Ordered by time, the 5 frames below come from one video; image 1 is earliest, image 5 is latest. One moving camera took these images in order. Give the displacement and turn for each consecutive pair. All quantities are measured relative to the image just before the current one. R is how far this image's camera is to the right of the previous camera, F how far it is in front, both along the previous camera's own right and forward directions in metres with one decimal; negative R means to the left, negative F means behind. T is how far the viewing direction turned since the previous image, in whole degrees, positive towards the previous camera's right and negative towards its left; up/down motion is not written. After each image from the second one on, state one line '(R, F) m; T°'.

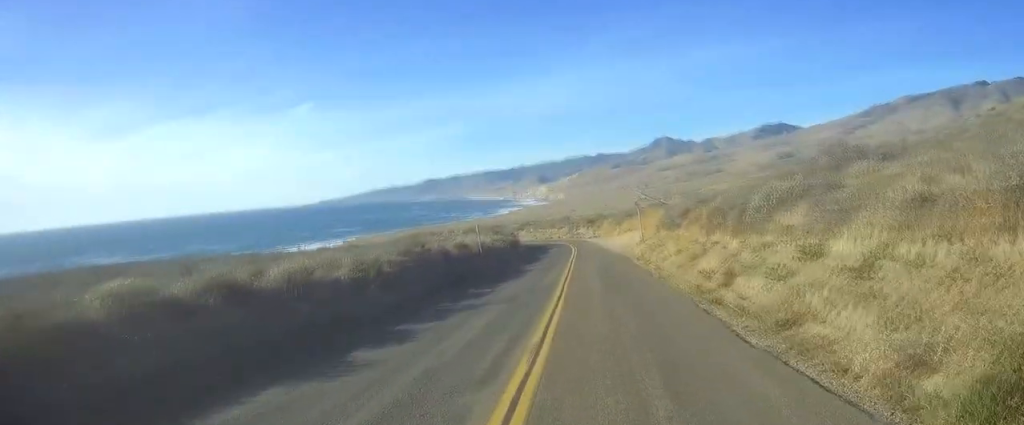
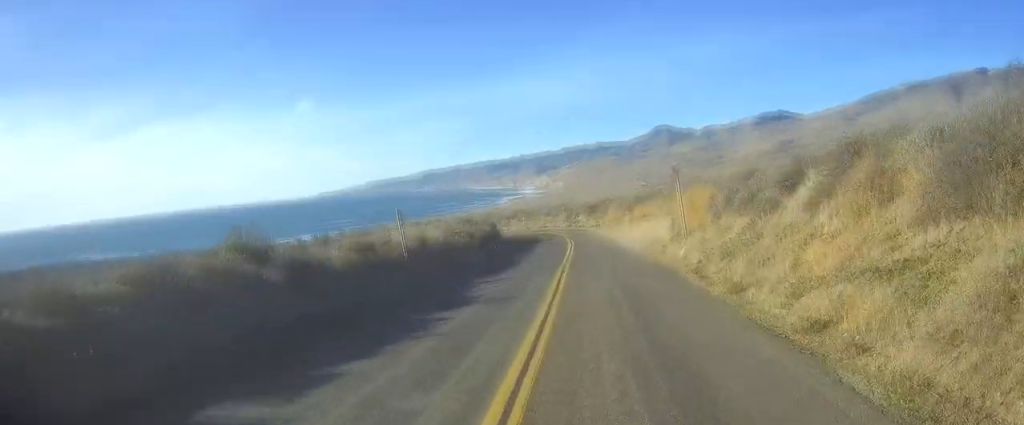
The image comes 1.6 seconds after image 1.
(-0.3, +17.8) m; -1°
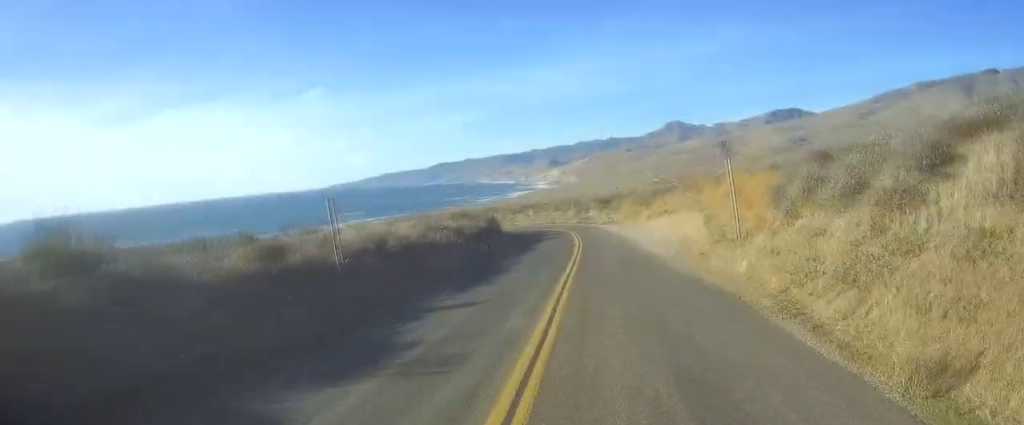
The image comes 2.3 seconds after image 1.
(-0.1, +7.5) m; 0°
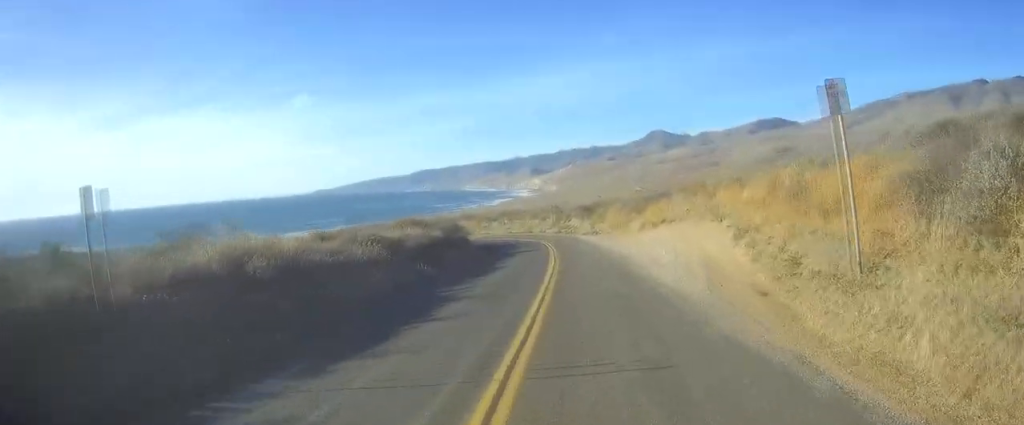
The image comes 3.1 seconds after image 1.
(+0.1, +8.7) m; +1°
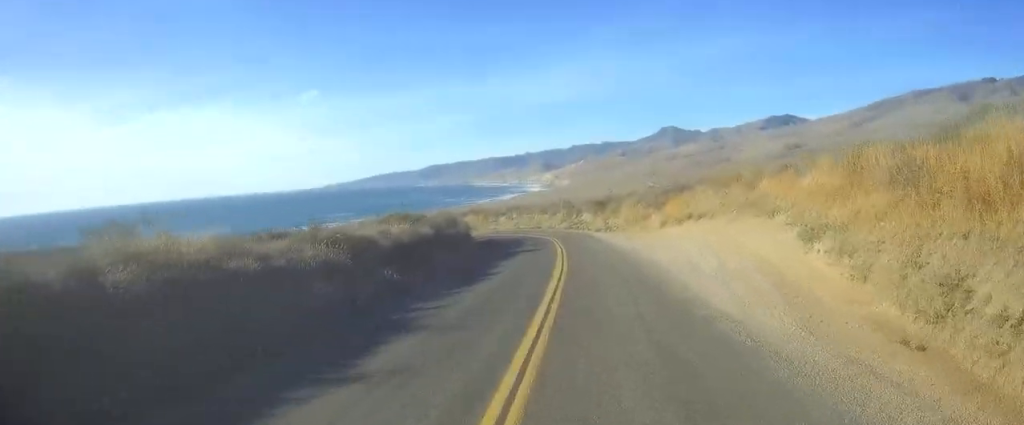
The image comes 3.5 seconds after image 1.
(0.0, +5.3) m; +1°
